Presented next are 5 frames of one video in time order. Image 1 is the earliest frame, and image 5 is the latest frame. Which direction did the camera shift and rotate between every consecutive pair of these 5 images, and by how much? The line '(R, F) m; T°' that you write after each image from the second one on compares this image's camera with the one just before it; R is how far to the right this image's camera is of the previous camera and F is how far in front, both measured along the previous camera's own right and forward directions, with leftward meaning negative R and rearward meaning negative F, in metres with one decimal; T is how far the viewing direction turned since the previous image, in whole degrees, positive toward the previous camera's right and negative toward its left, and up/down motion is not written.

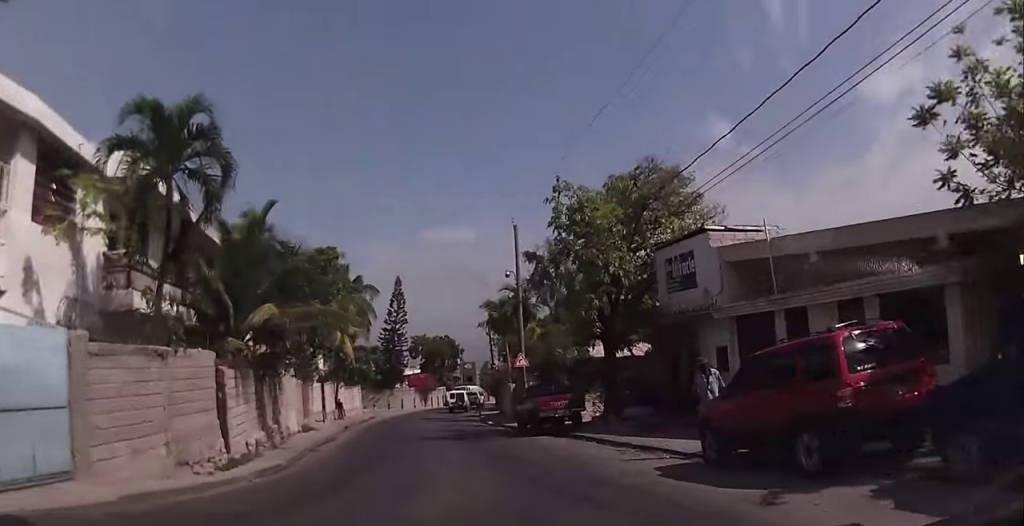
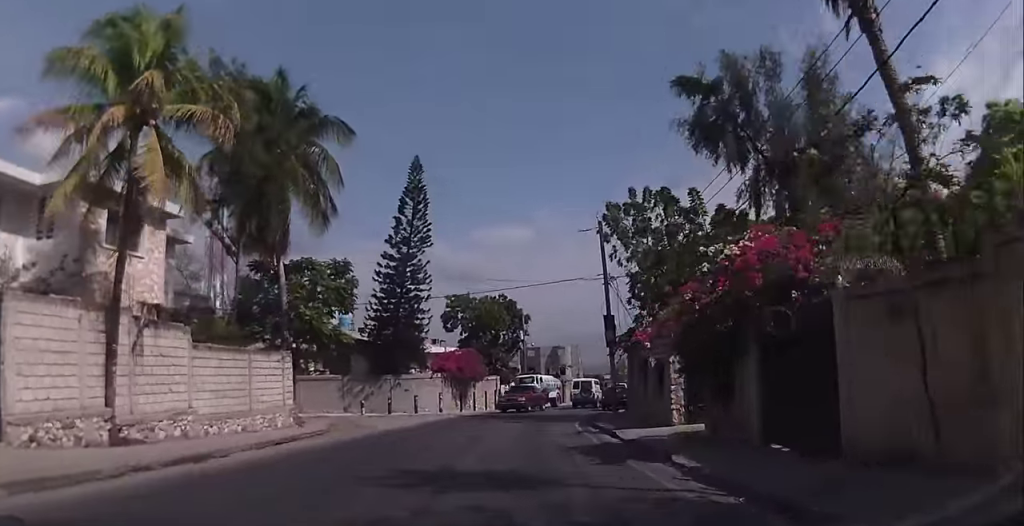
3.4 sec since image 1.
(-6.6, +38.2) m; -10°
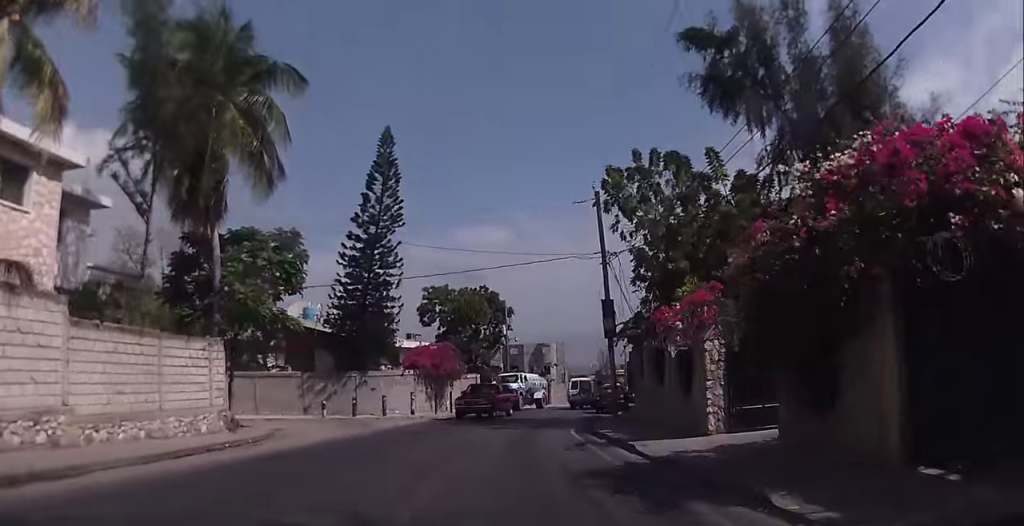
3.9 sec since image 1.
(+0.2, +4.9) m; +2°
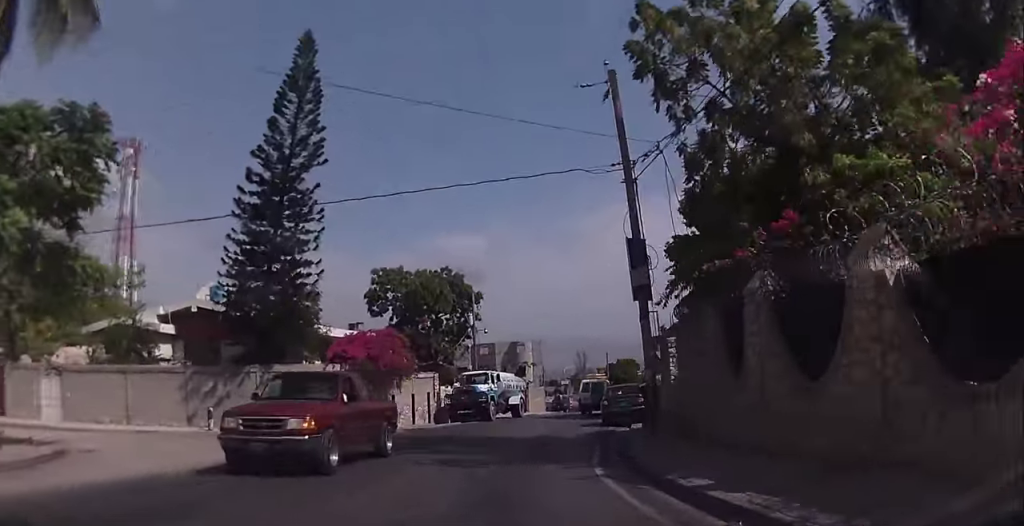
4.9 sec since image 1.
(+0.6, +11.3) m; +3°
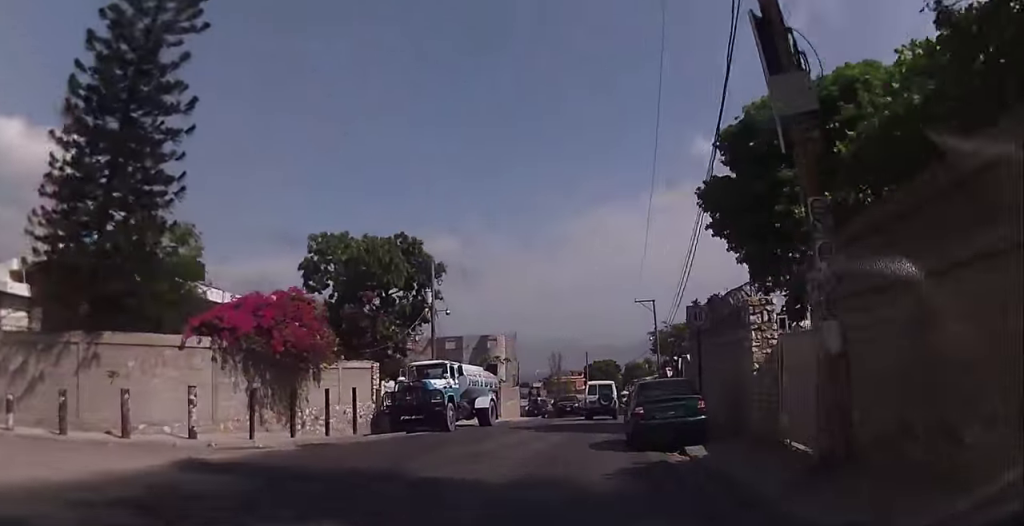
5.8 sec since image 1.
(0.0, +10.0) m; +1°
